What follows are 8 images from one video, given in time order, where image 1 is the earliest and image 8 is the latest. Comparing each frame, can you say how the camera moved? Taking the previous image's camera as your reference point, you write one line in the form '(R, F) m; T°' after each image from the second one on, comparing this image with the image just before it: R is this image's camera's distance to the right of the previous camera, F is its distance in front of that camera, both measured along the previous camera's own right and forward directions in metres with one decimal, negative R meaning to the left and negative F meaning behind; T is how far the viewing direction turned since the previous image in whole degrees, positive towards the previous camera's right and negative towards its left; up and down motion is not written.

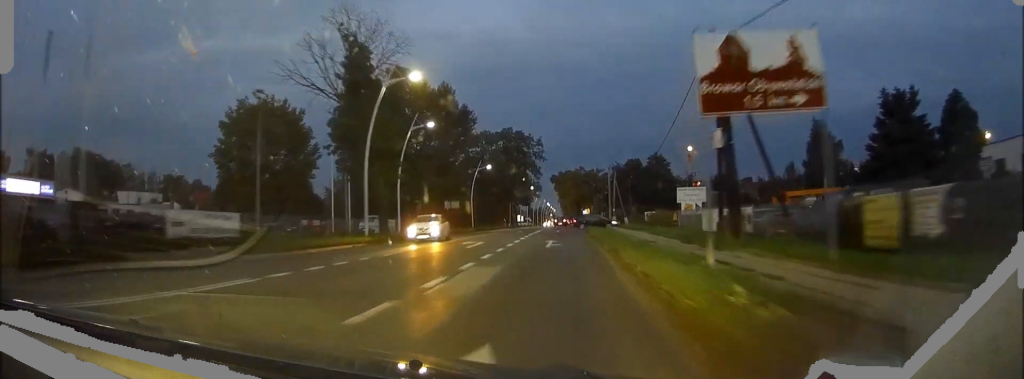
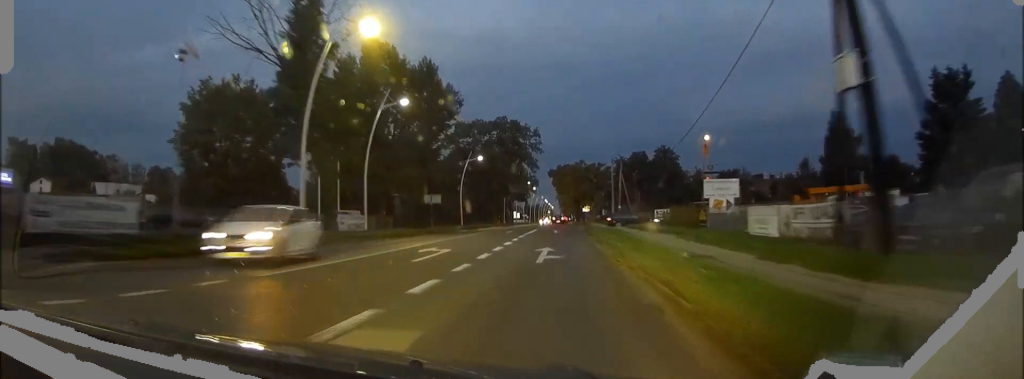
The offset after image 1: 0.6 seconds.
(-0.1, +9.1) m; -1°
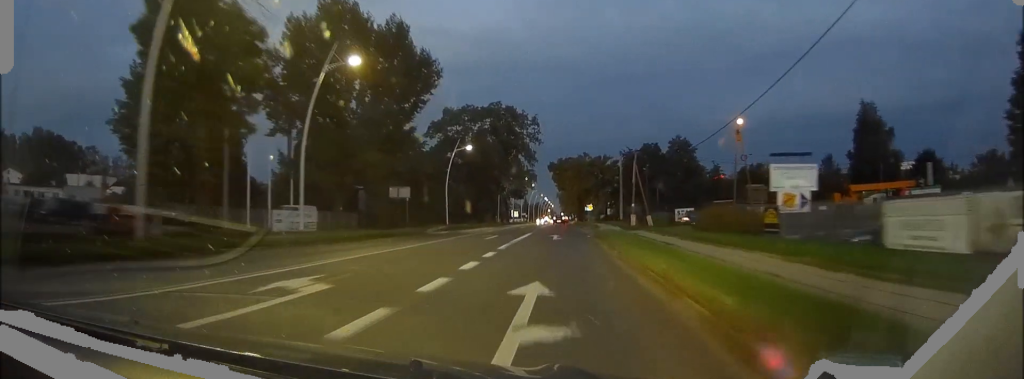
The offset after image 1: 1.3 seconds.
(-0.1, +11.8) m; -1°
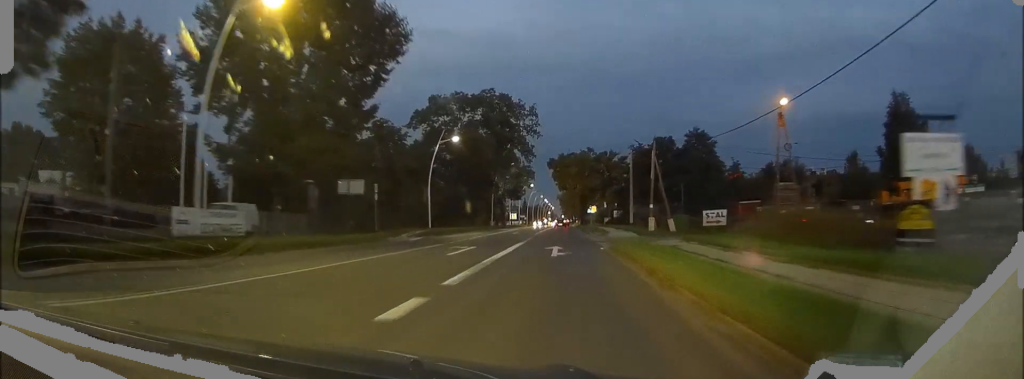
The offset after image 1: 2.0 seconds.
(0.0, +10.7) m; 0°
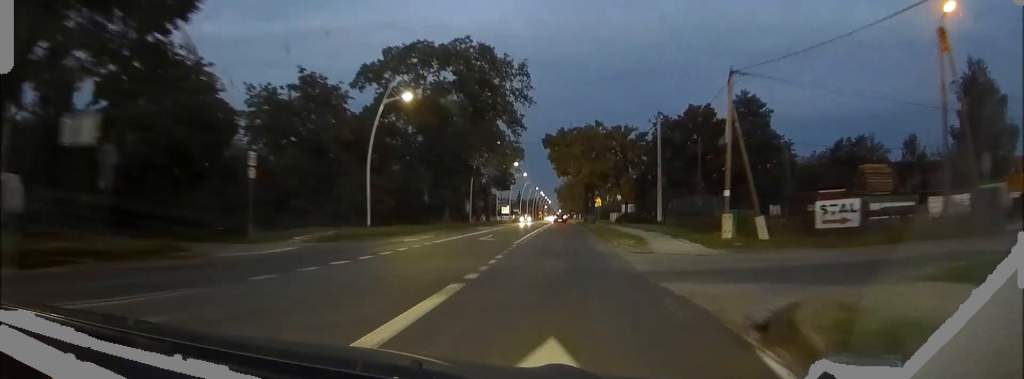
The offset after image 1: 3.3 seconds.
(+0.1, +20.9) m; 0°
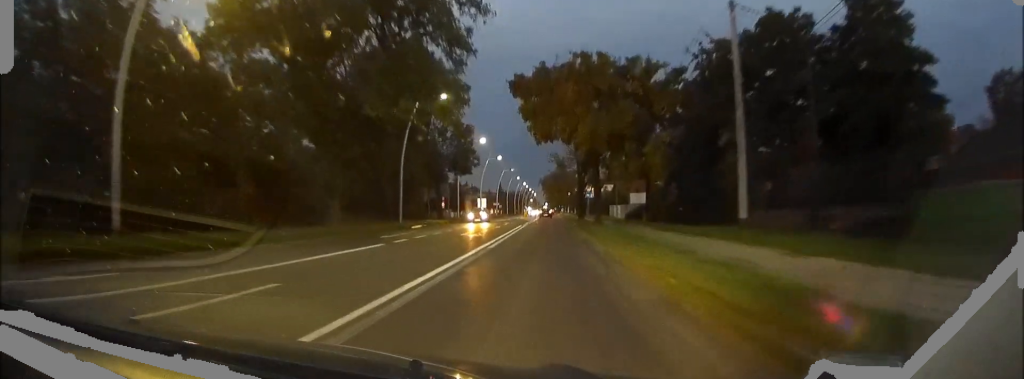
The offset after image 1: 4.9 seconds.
(+0.4, +26.6) m; +2°
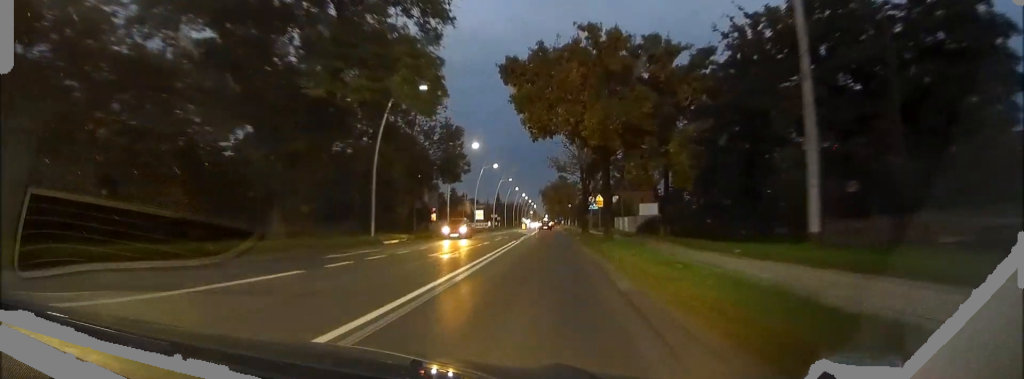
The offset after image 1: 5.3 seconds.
(+0.1, +7.1) m; 0°
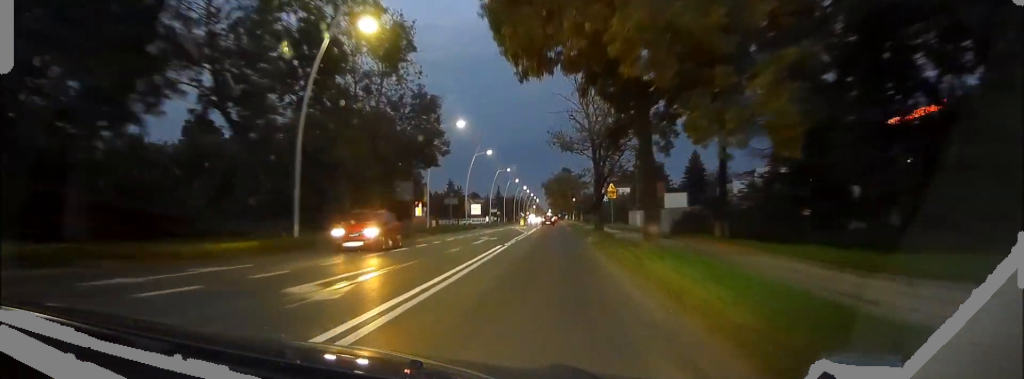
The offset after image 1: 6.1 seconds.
(0.0, +12.2) m; 0°
